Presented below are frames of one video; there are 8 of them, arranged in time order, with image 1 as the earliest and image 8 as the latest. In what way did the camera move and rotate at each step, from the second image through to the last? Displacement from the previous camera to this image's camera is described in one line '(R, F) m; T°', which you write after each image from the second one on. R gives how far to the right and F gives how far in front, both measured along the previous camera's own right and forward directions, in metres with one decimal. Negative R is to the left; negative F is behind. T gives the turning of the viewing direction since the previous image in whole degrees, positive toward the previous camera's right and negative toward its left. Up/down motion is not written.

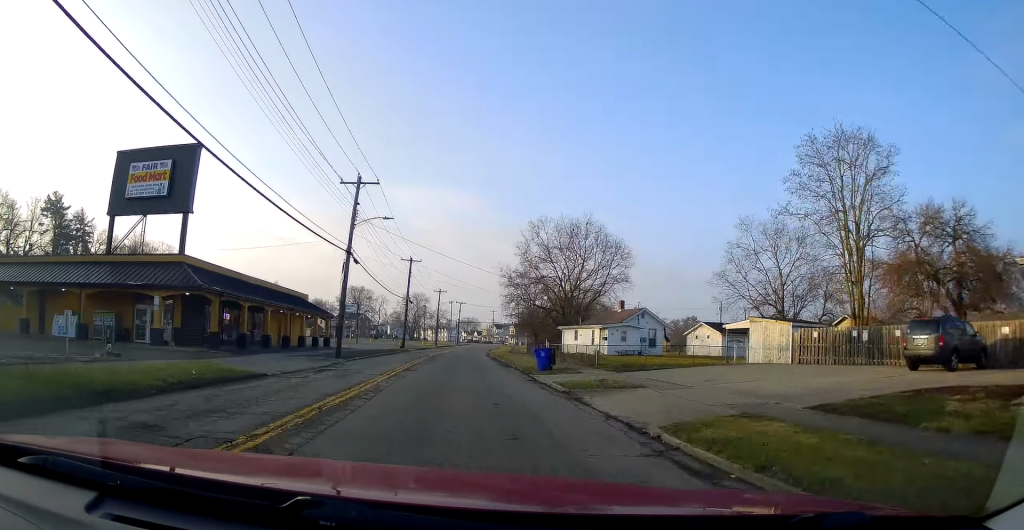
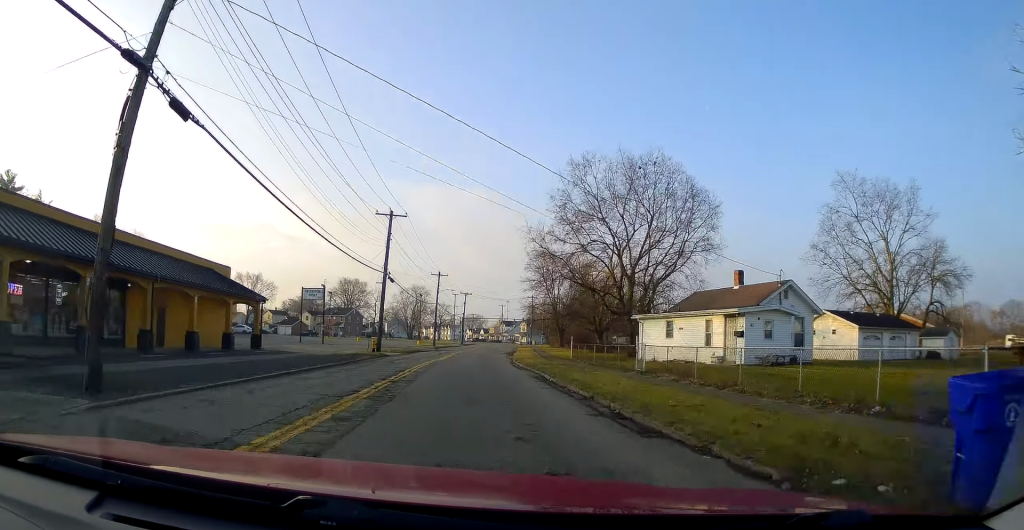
(-0.3, +24.5) m; +1°
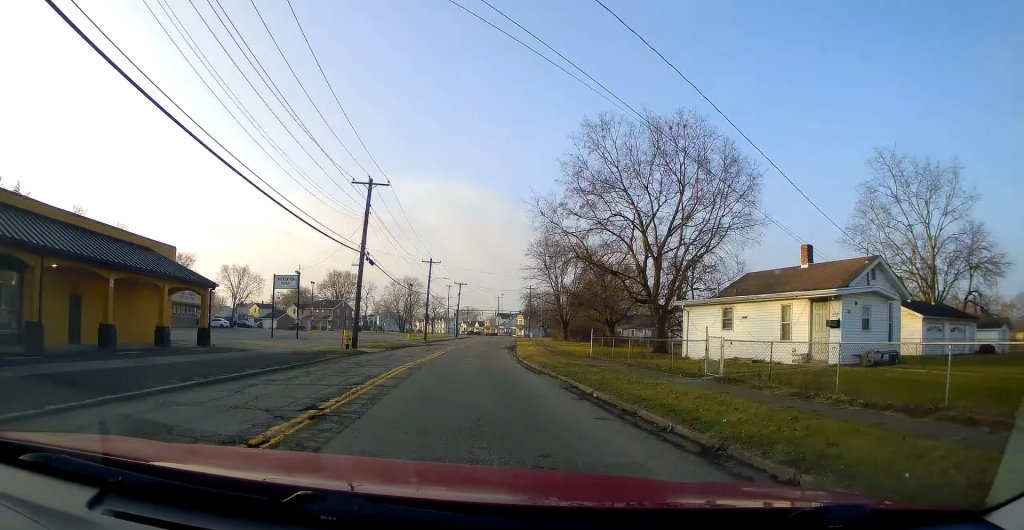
(-0.1, +8.0) m; +2°
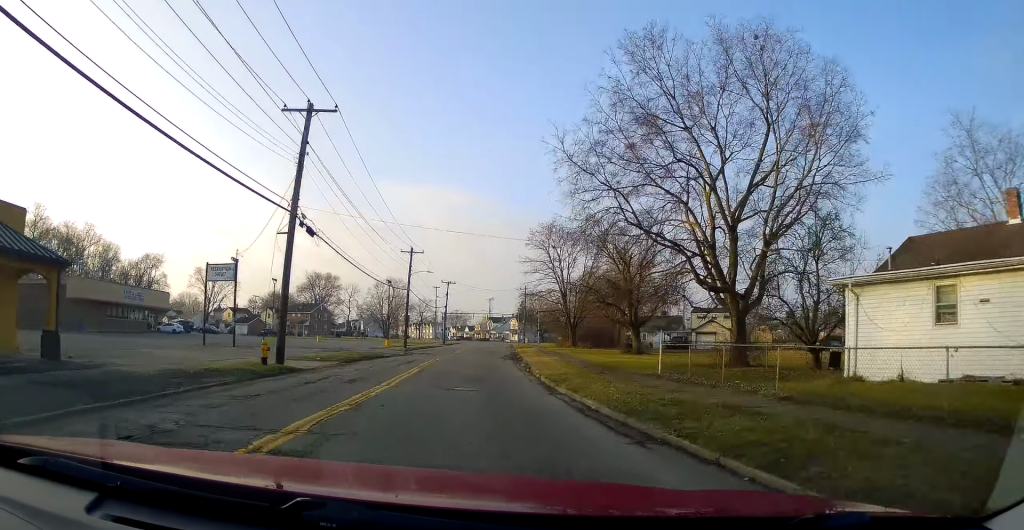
(+0.5, +13.5) m; +1°
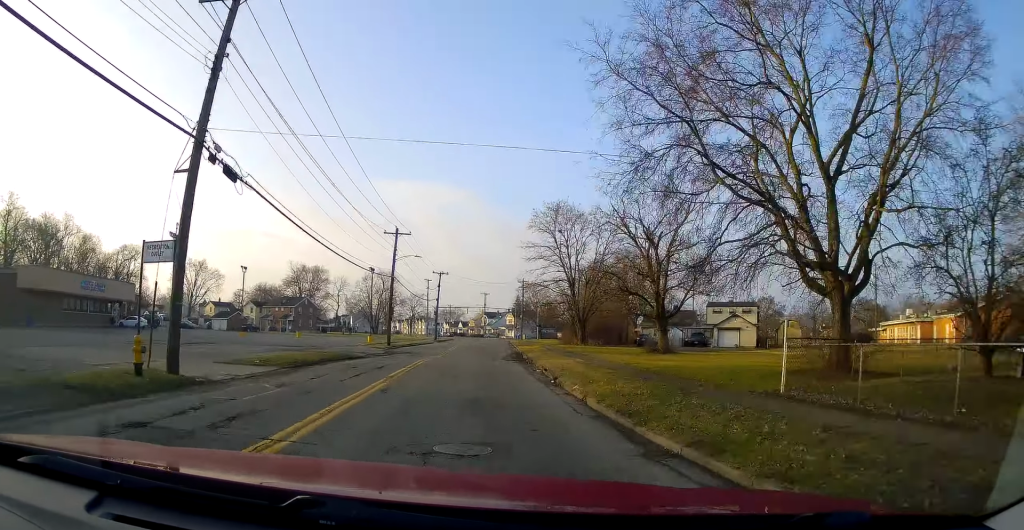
(+0.1, +8.9) m; 0°
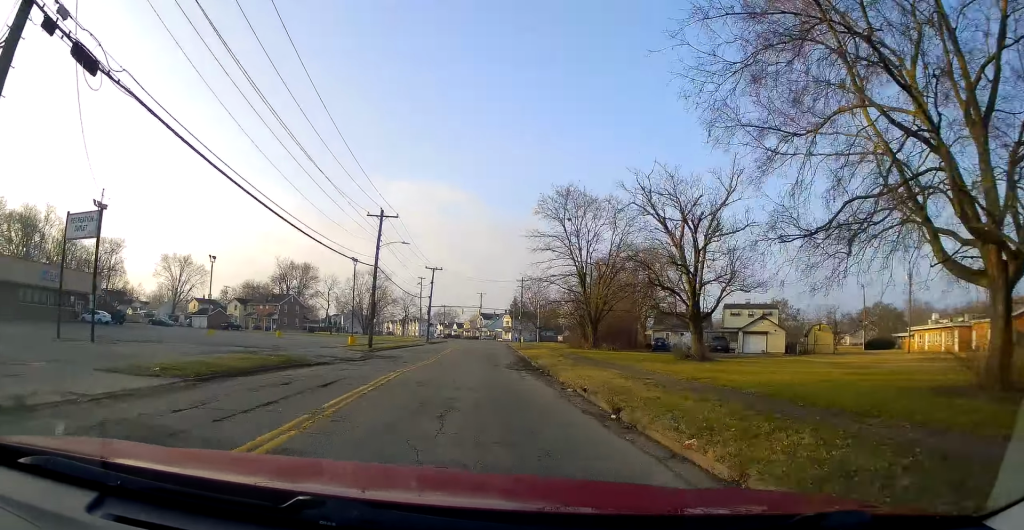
(-0.3, +7.8) m; 0°
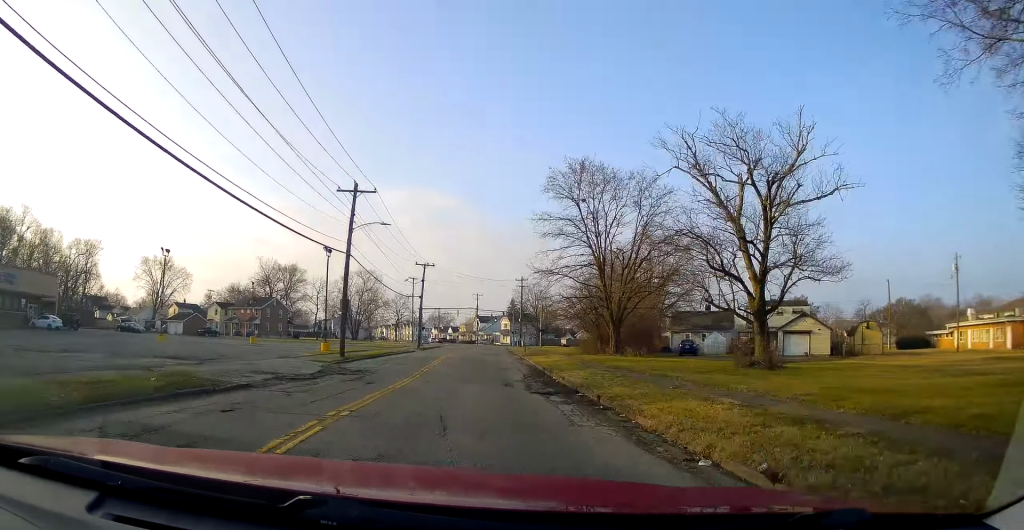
(+0.1, +9.2) m; 0°
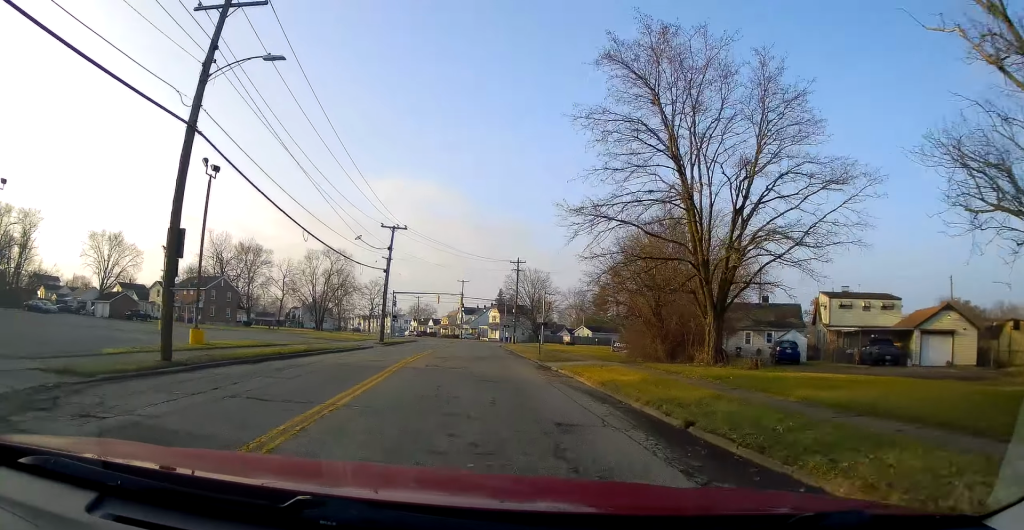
(-0.1, +20.5) m; +1°
